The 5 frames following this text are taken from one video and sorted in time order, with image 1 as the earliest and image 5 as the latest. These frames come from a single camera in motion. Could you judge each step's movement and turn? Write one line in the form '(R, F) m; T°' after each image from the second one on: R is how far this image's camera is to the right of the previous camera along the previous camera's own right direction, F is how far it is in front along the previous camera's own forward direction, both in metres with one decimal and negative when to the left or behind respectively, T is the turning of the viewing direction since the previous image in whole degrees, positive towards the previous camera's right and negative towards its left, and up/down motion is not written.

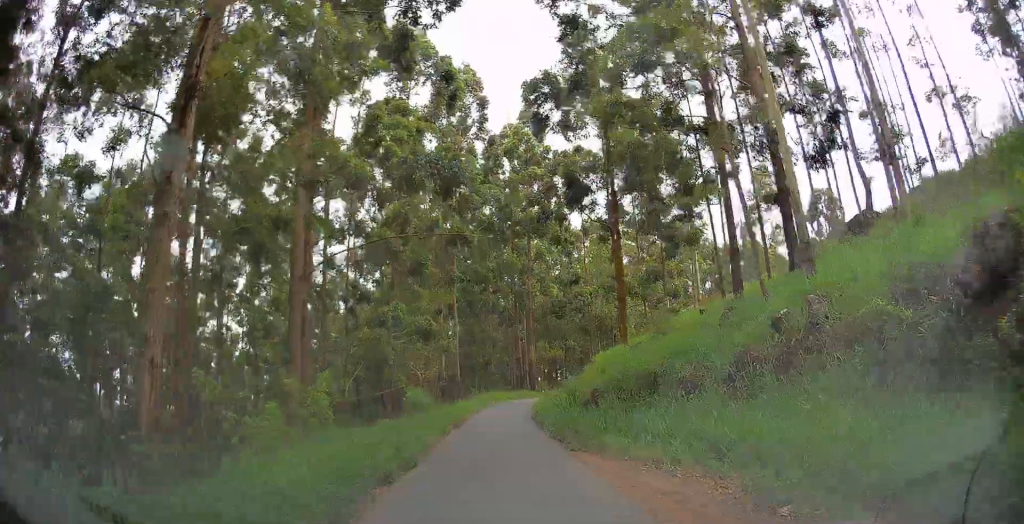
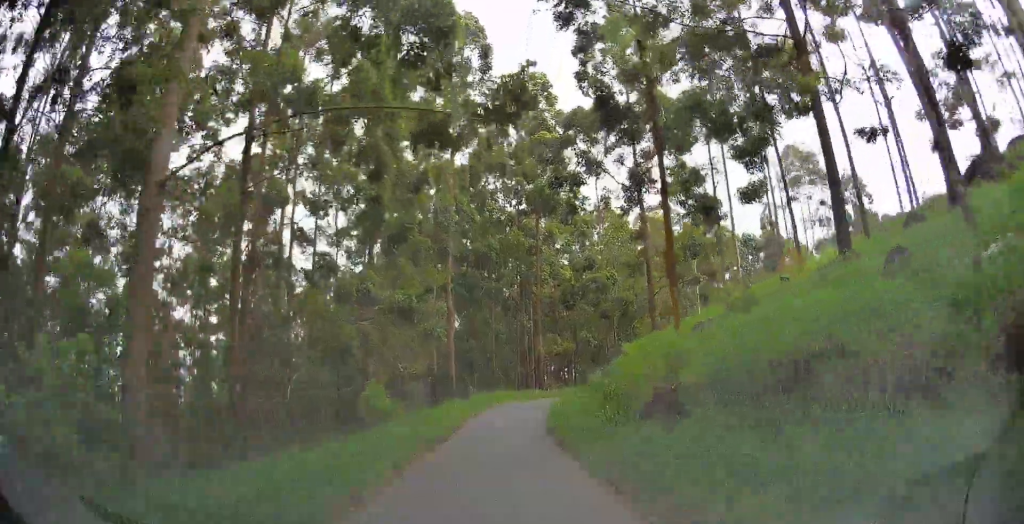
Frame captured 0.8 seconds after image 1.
(+0.4, +7.4) m; 0°
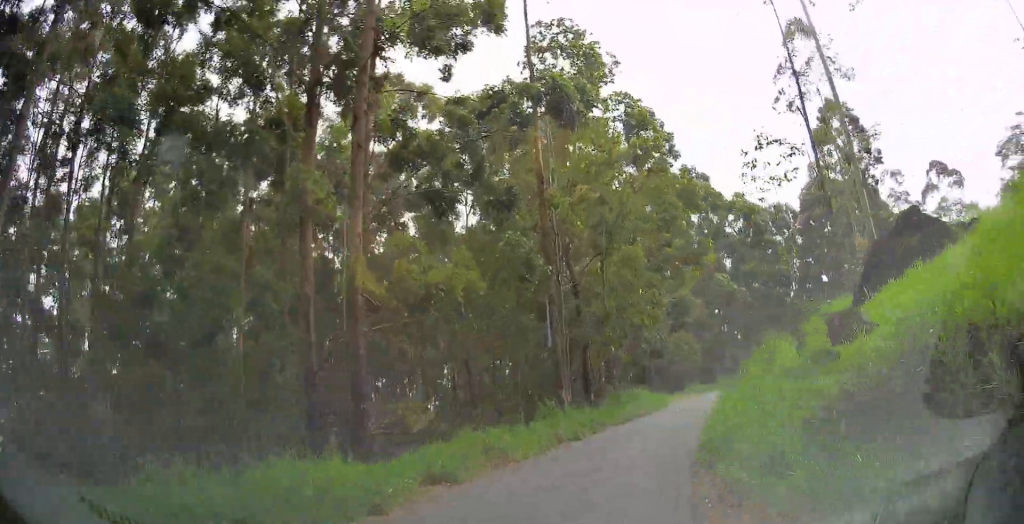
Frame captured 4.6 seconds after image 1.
(+2.3, +35.6) m; +19°
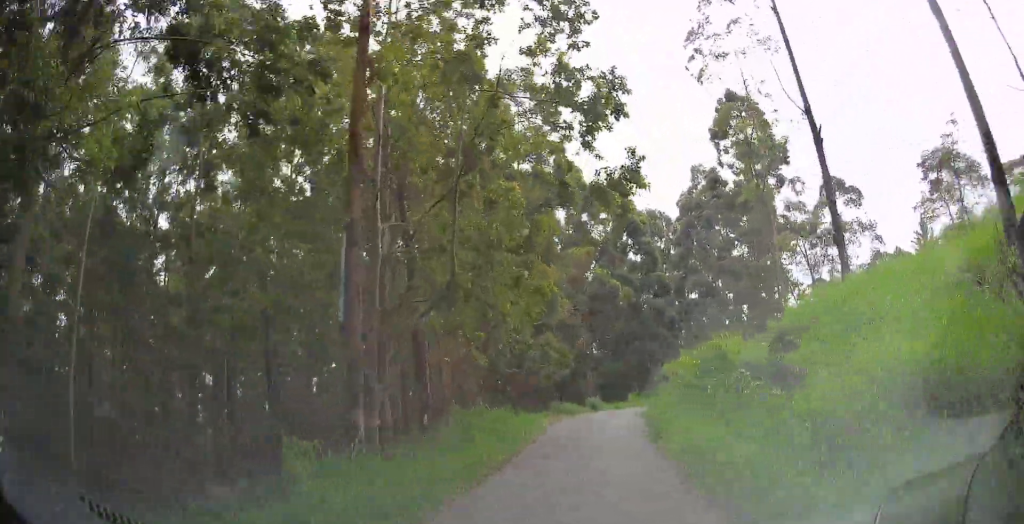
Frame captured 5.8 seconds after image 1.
(+1.3, +9.6) m; +11°
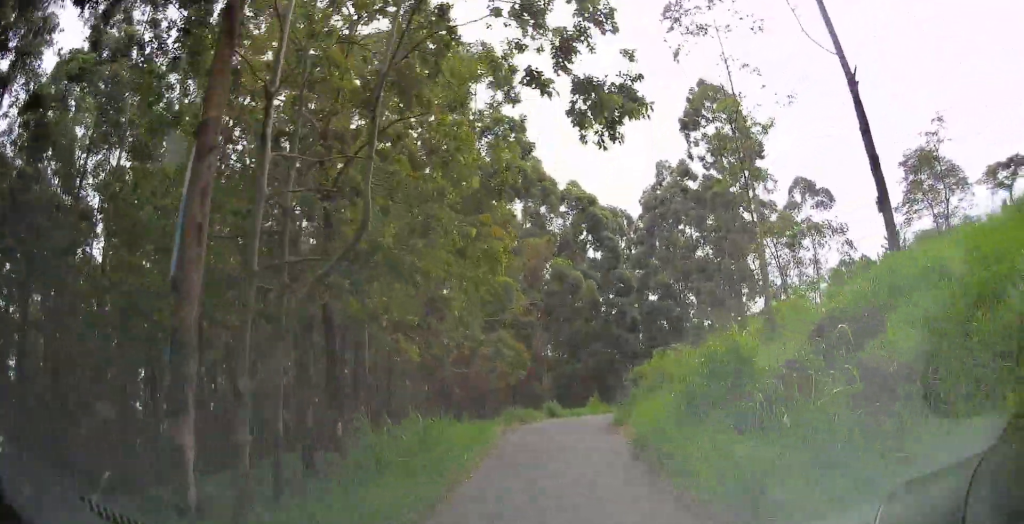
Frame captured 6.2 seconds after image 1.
(+0.1, +4.0) m; +3°
